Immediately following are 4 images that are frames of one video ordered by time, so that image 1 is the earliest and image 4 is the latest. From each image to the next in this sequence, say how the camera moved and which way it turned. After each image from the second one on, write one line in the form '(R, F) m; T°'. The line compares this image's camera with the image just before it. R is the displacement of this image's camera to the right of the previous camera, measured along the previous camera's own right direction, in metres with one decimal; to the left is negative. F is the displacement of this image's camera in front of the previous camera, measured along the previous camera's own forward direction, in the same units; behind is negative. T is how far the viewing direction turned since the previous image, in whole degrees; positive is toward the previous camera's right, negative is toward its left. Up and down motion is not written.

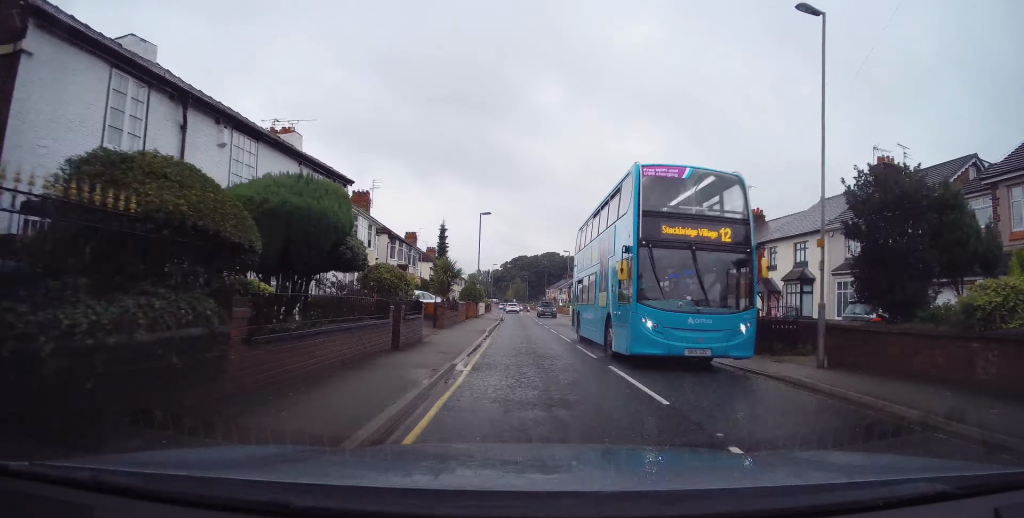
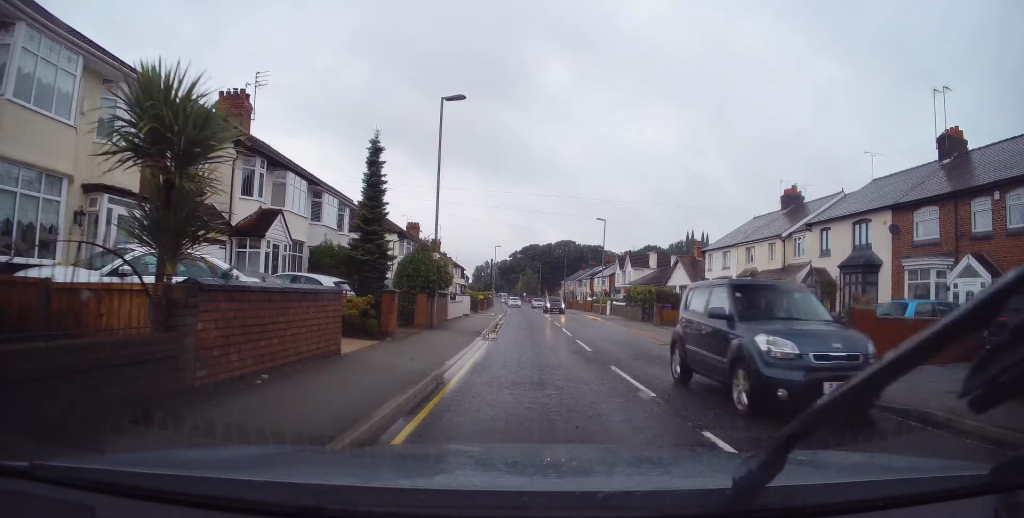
(-0.6, +23.4) m; +1°
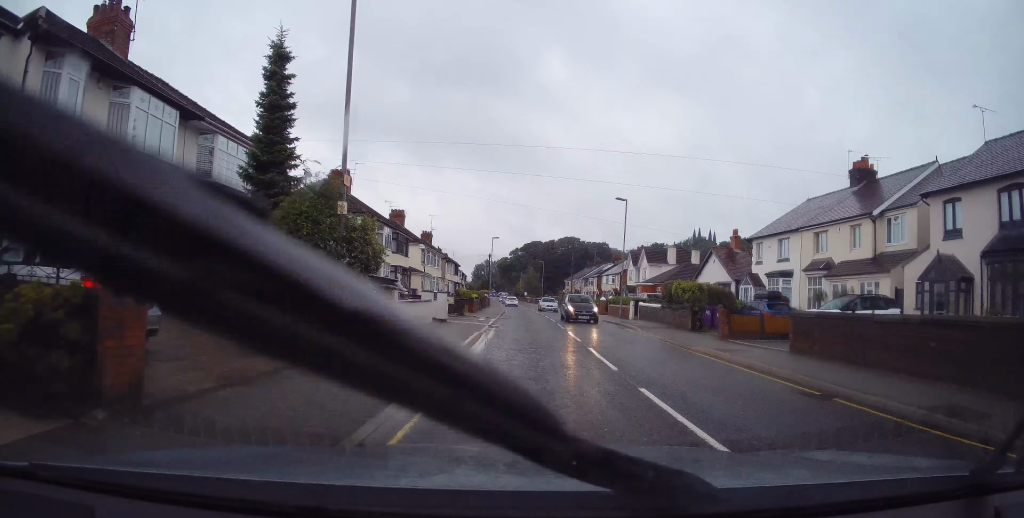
(+0.2, +9.5) m; 0°
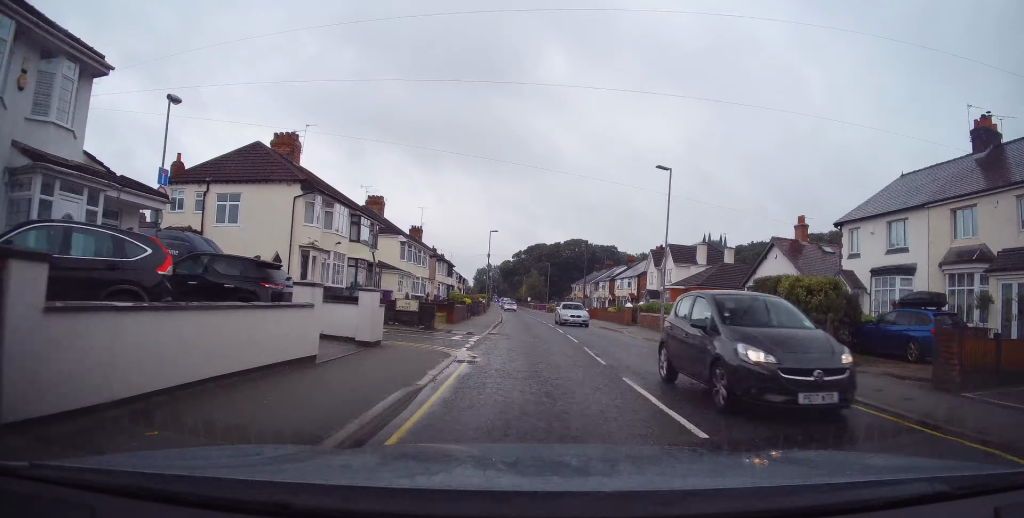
(-0.3, +10.9) m; -2°
